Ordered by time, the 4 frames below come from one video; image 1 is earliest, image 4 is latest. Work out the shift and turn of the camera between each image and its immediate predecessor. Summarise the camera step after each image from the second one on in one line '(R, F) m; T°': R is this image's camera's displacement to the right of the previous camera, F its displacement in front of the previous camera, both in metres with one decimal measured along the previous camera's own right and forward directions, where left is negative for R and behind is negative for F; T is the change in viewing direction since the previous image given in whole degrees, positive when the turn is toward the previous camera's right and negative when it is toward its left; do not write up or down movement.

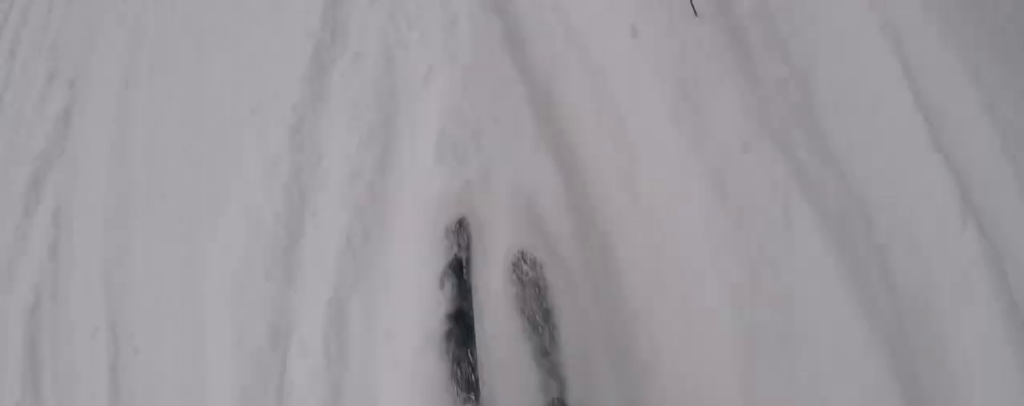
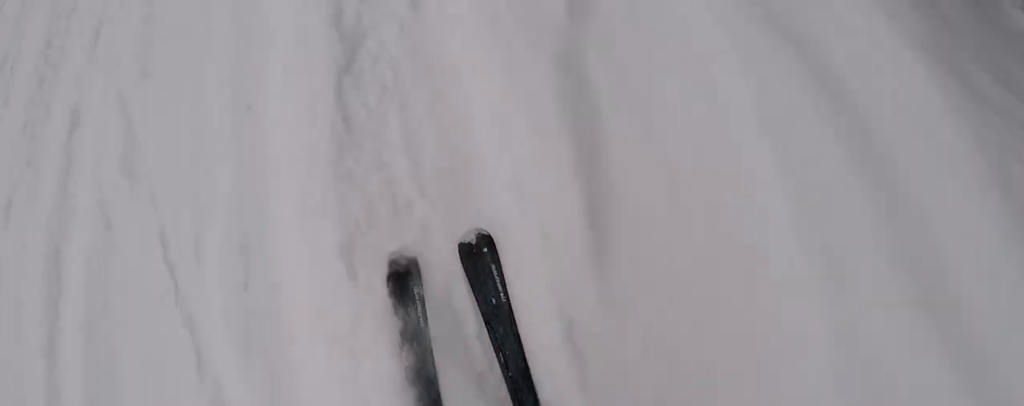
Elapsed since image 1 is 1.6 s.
(-0.4, +12.5) m; -2°
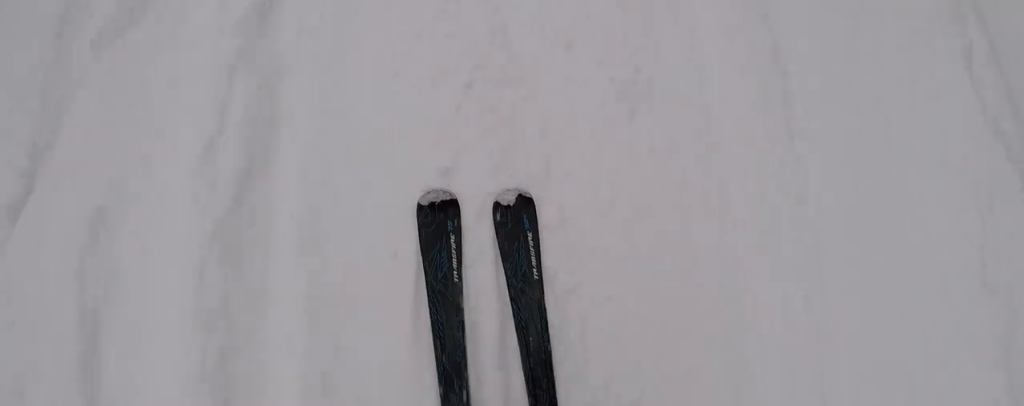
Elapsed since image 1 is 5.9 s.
(+2.6, +31.6) m; +6°
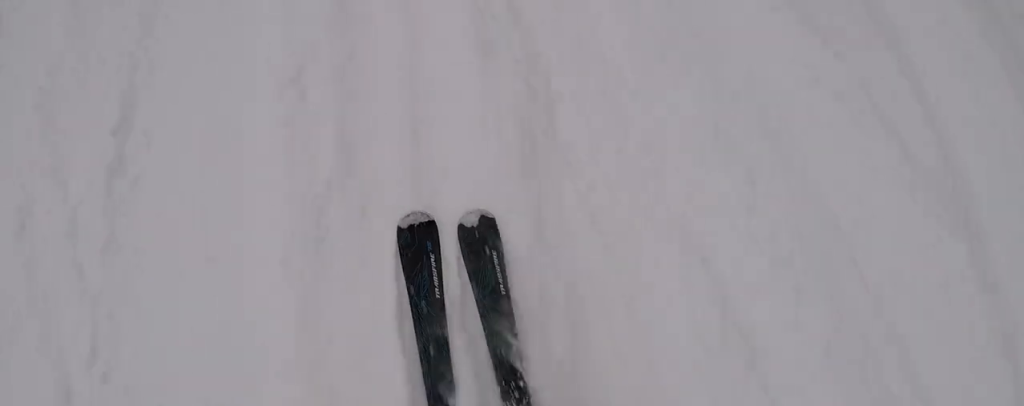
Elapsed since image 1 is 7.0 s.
(+0.6, +8.8) m; +7°
